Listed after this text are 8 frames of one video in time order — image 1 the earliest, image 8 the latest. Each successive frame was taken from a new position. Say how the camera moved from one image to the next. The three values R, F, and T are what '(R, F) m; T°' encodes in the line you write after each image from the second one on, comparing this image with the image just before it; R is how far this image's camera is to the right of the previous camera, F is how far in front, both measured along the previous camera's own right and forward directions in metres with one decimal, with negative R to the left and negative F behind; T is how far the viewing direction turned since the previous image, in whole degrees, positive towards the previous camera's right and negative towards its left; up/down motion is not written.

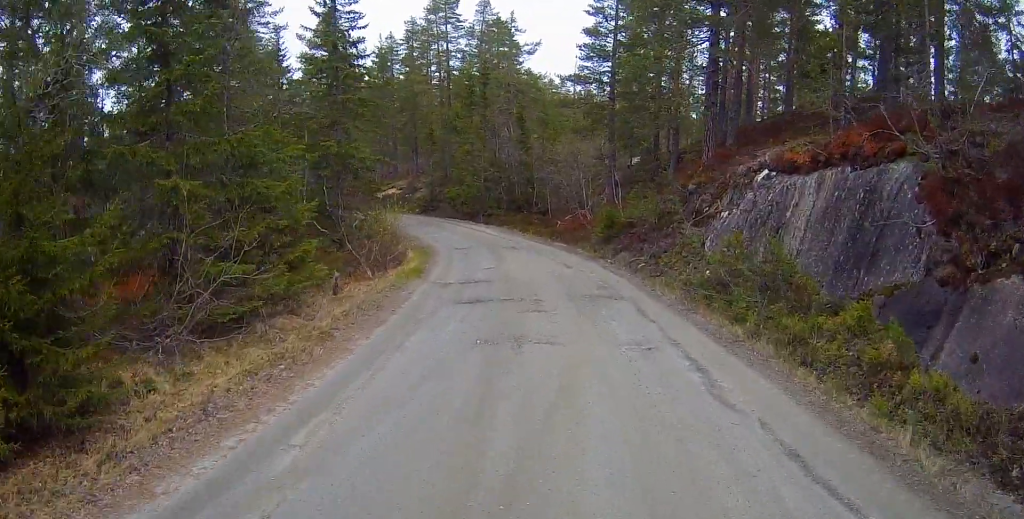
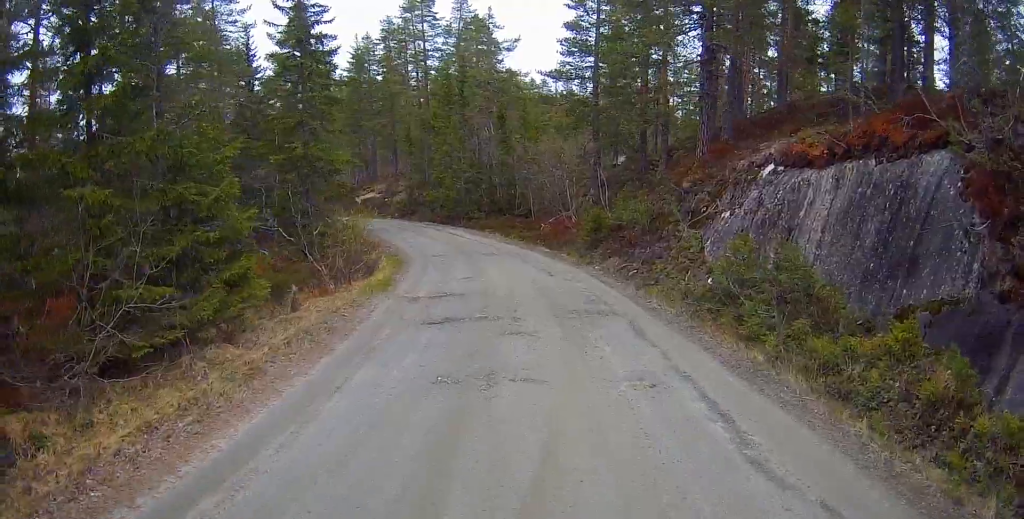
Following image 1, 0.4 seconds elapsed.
(+0.1, +1.8) m; +1°
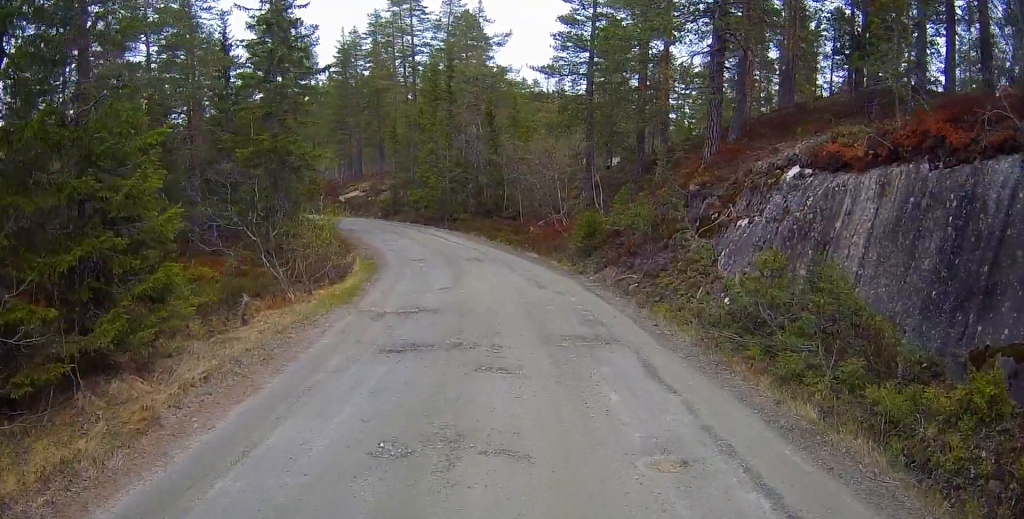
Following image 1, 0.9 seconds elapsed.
(-0.1, +2.0) m; 0°
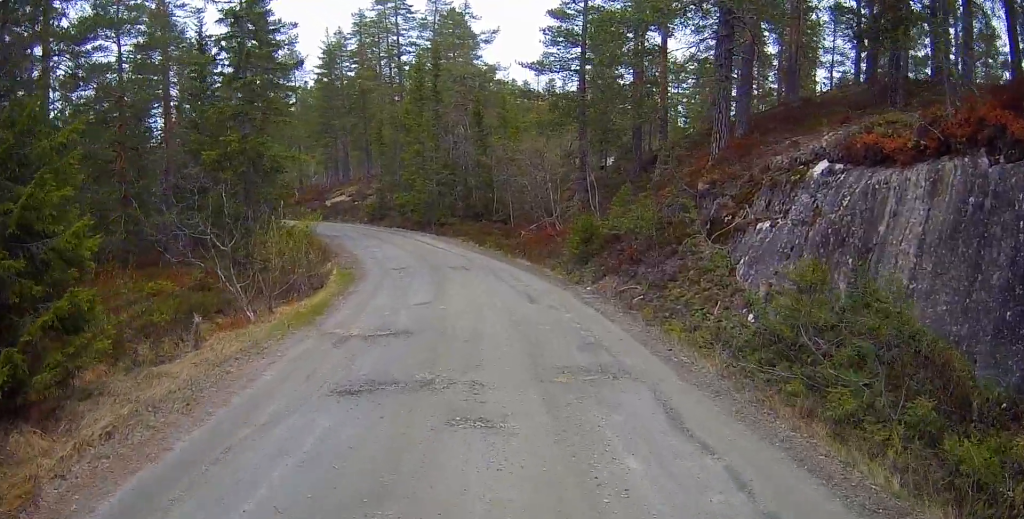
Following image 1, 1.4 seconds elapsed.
(-0.1, +1.7) m; 0°
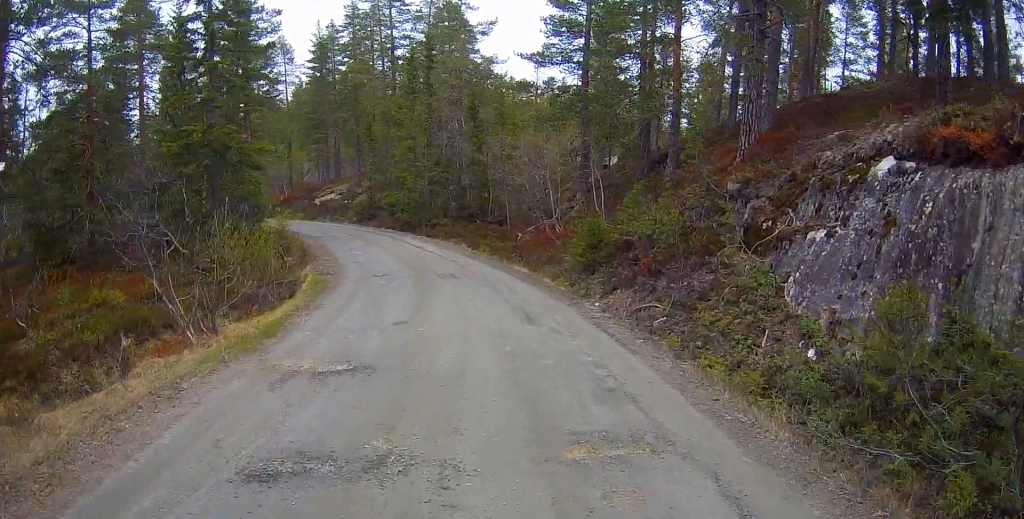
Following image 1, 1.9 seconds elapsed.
(+0.1, +2.2) m; 0°
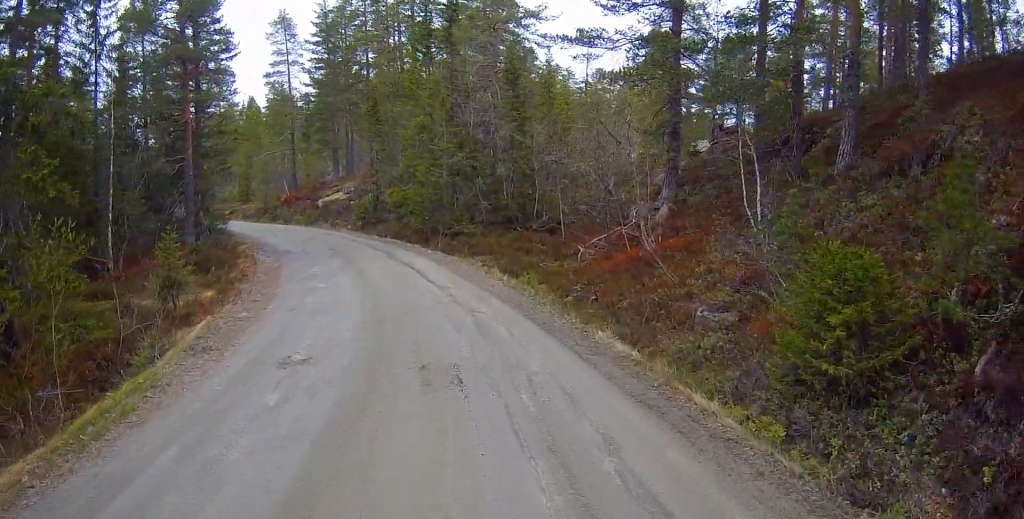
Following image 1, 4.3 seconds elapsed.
(-0.4, +10.5) m; -3°
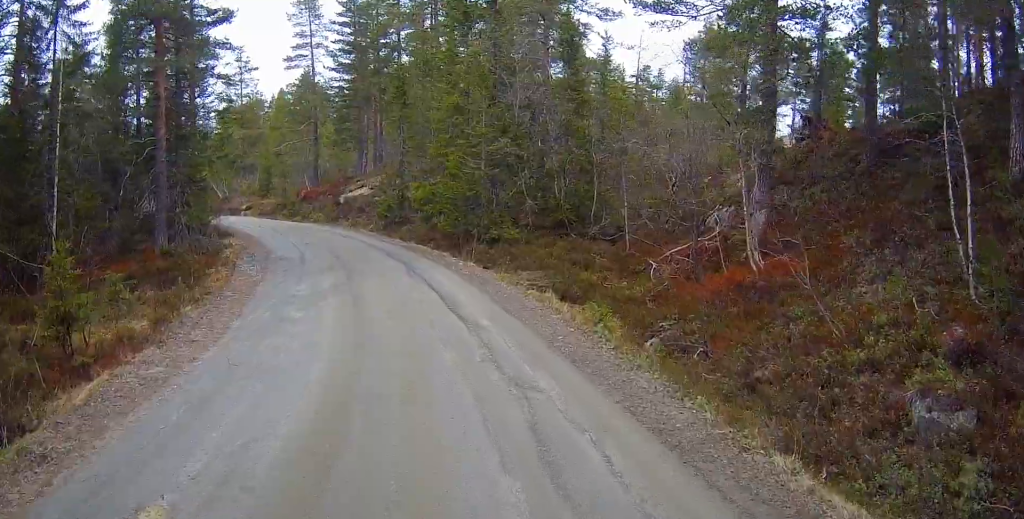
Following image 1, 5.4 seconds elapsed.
(-0.1, +4.9) m; -4°
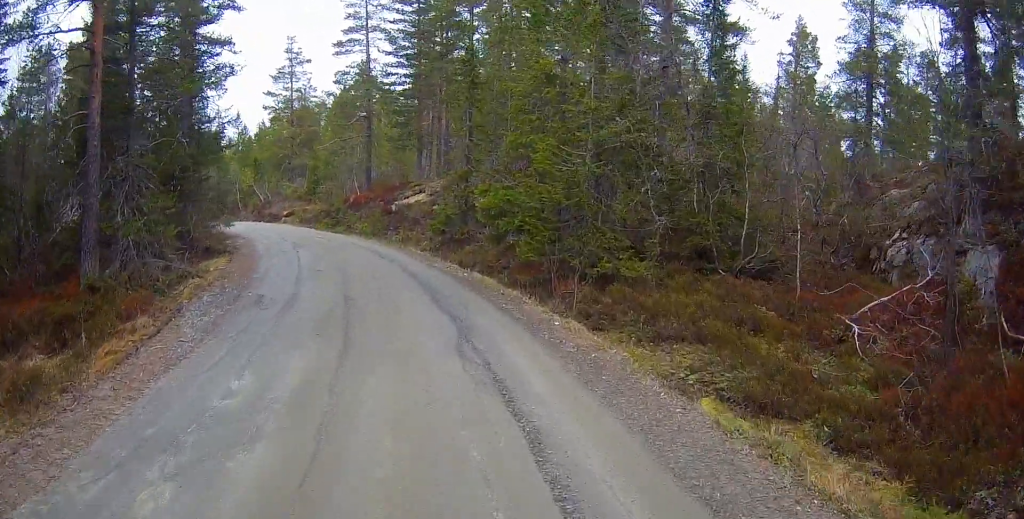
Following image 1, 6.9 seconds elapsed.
(-0.5, +6.2) m; -8°
